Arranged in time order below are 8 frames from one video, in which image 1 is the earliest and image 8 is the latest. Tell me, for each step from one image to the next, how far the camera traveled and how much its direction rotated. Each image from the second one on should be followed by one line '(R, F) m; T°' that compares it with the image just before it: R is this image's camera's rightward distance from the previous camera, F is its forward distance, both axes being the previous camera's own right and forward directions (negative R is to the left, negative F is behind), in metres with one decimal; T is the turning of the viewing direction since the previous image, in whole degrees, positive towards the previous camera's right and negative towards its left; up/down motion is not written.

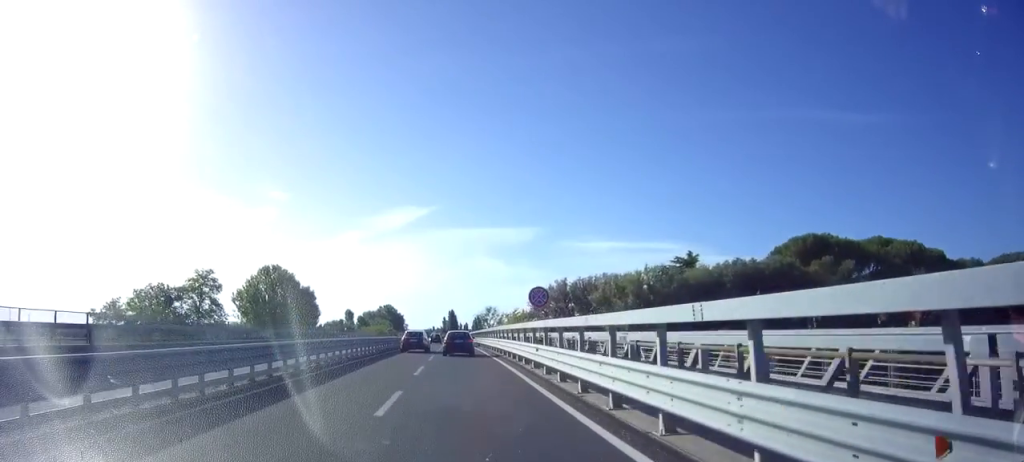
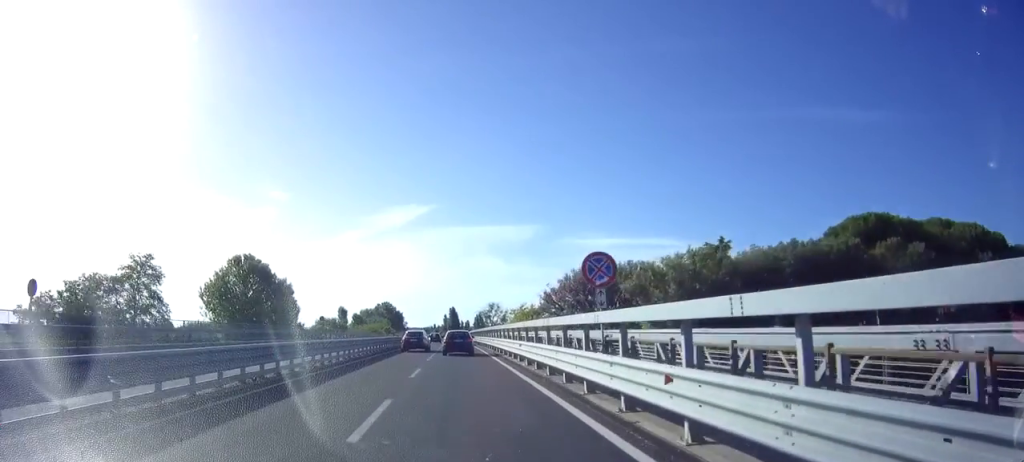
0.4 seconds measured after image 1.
(0.0, +9.7) m; 0°
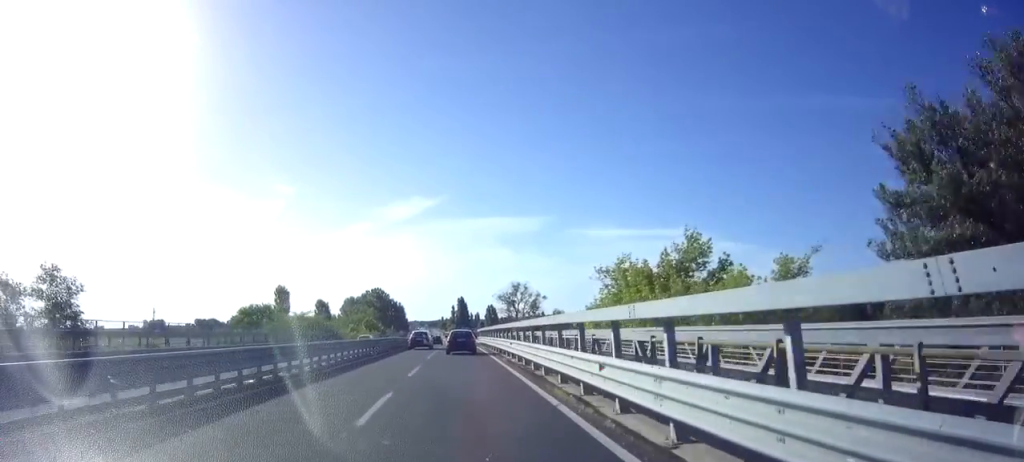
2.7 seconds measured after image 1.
(-0.5, +51.7) m; -1°
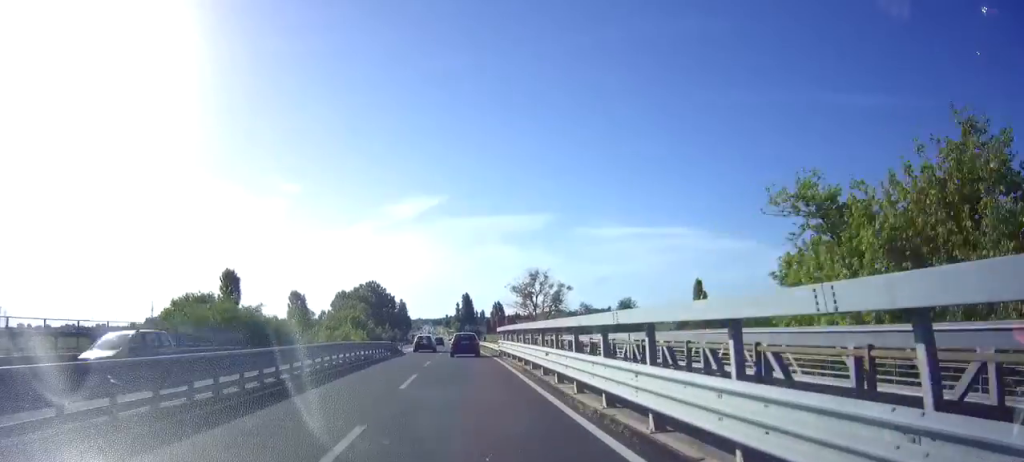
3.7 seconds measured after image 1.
(0.0, +21.2) m; 0°
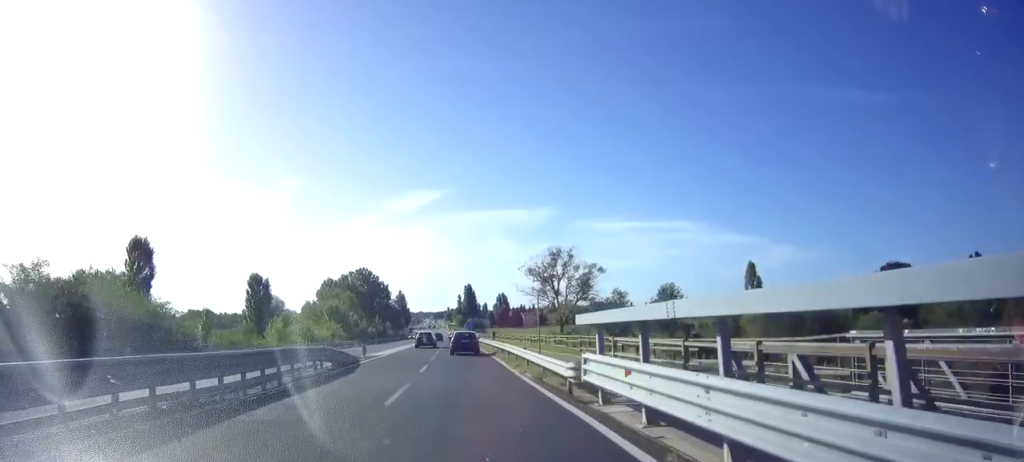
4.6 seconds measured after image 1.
(-0.1, +20.6) m; 0°
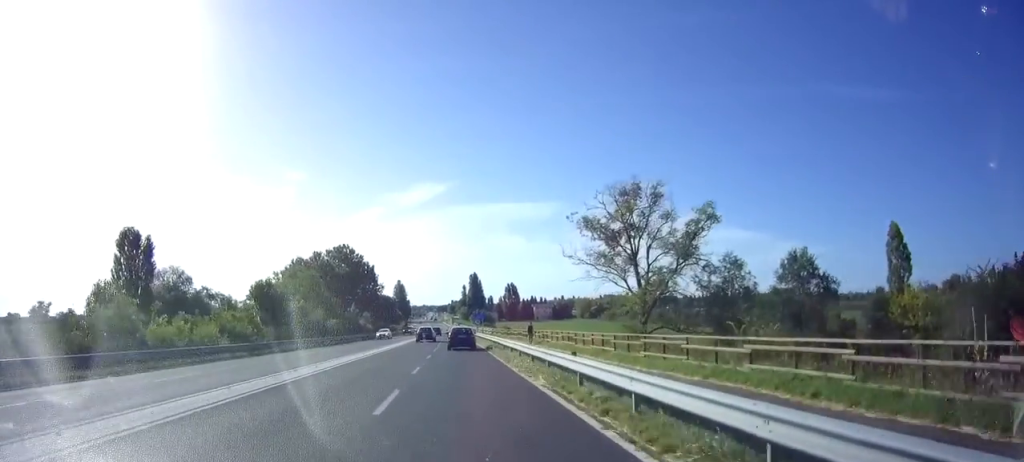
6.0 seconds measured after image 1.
(+0.1, +32.7) m; 0°
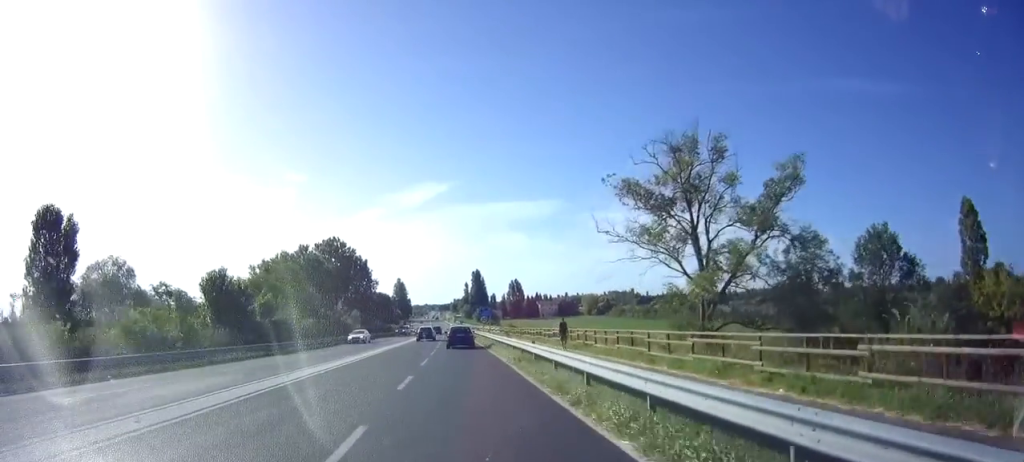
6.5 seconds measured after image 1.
(-0.1, +11.3) m; -1°
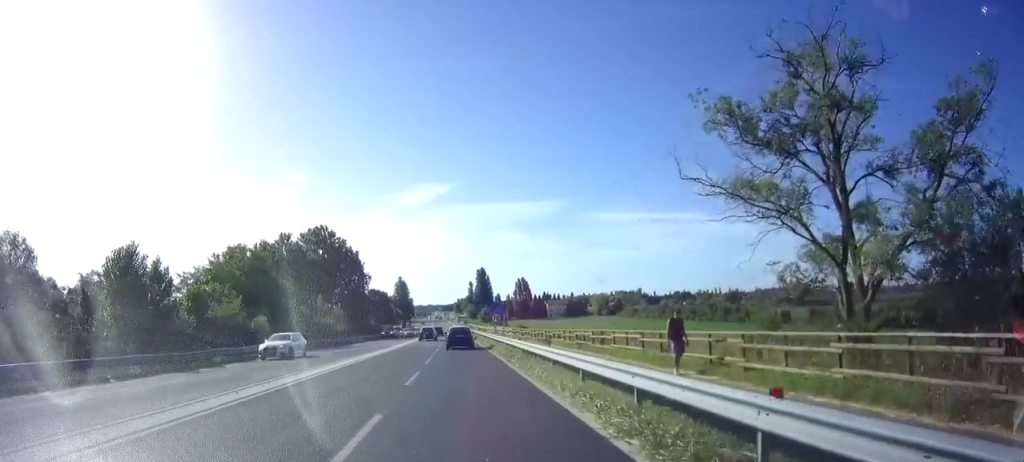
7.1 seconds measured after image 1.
(-0.1, +13.6) m; -1°
